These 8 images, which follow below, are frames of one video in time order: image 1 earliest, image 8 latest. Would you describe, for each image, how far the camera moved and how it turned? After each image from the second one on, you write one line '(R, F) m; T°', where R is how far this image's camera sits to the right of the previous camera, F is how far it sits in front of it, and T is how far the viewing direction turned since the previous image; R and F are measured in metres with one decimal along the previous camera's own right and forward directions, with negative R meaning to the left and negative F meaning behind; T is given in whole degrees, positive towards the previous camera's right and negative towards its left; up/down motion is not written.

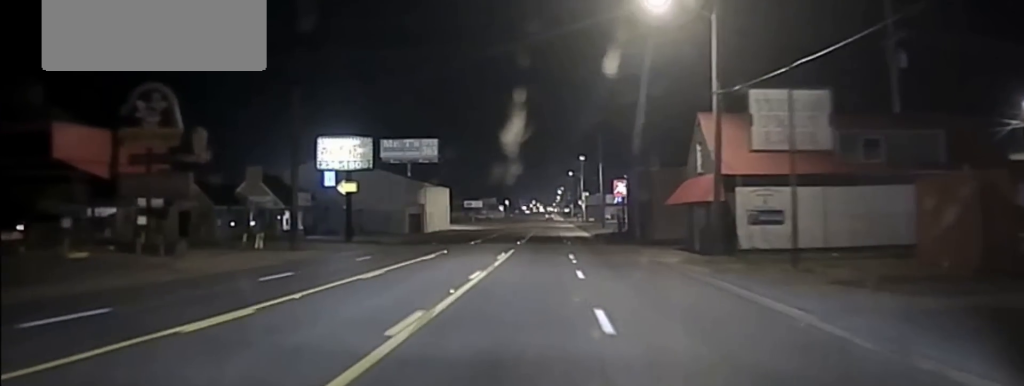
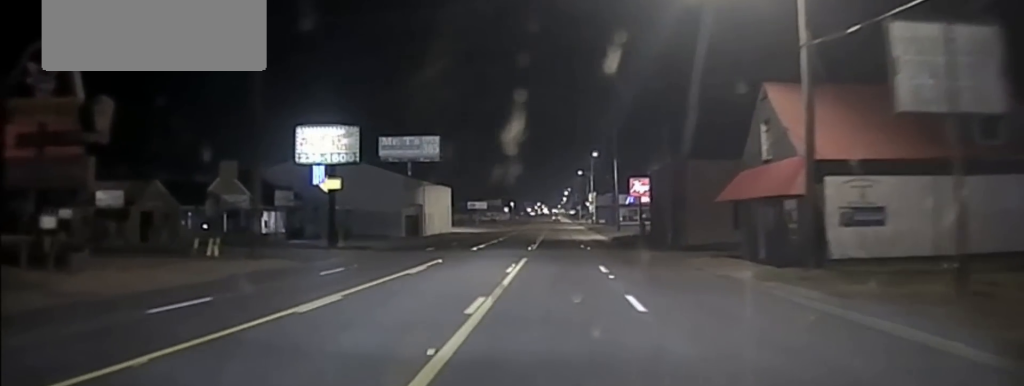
(0.0, +8.5) m; 0°
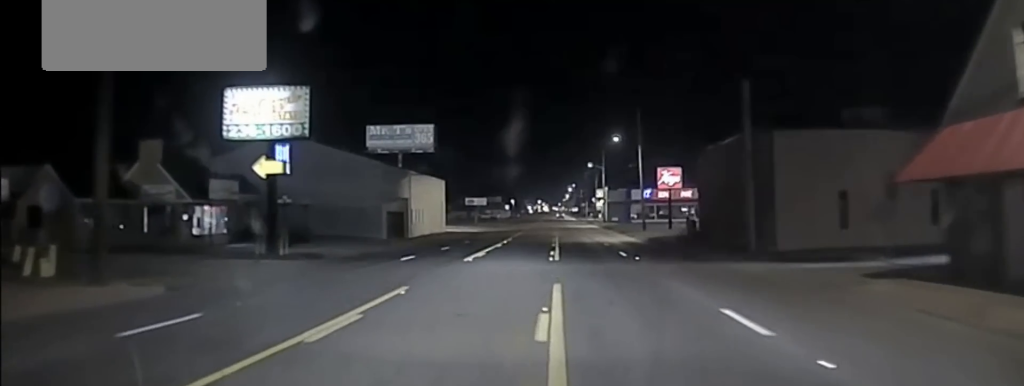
(+0.2, +15.6) m; +1°
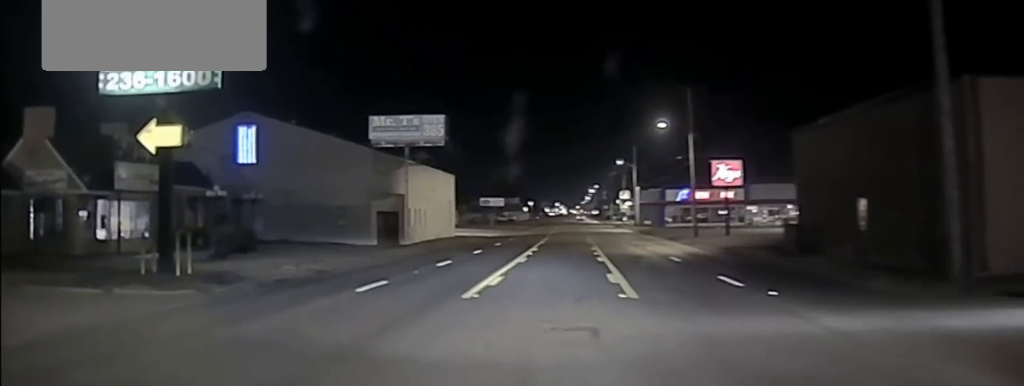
(-0.3, +14.5) m; -11°
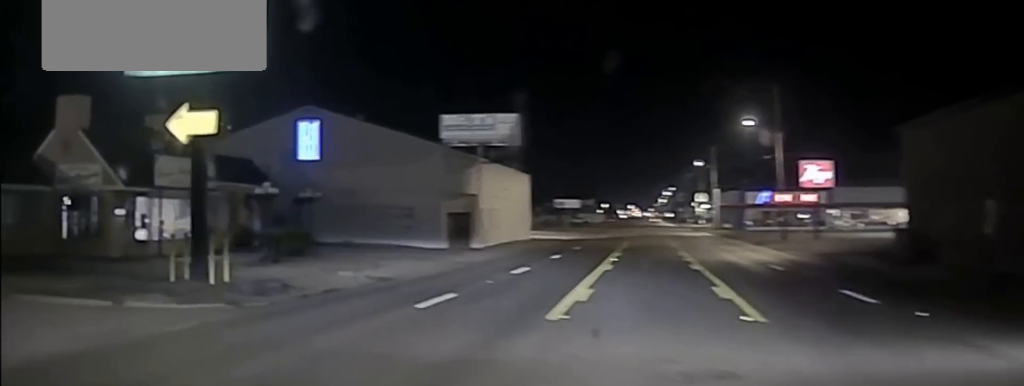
(-0.3, +3.8) m; -7°
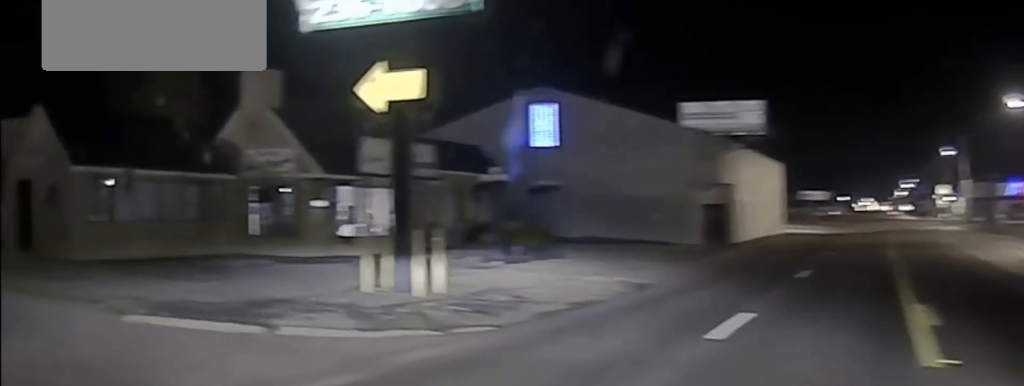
(-0.9, +6.4) m; -15°
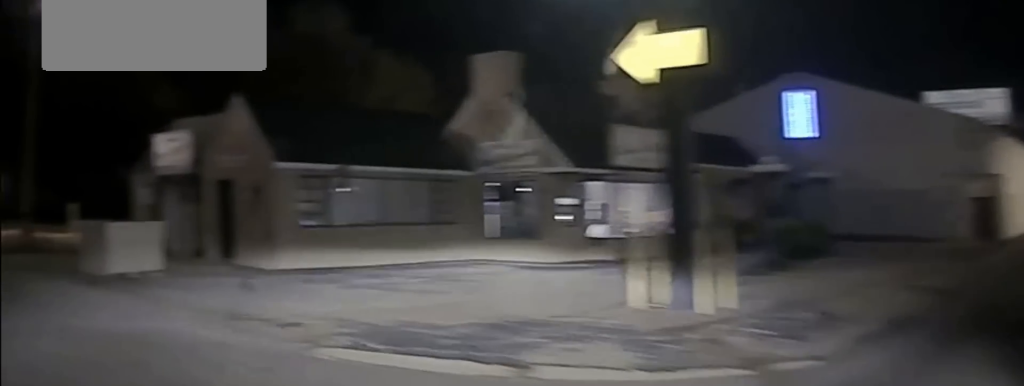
(-0.2, +3.3) m; -11°
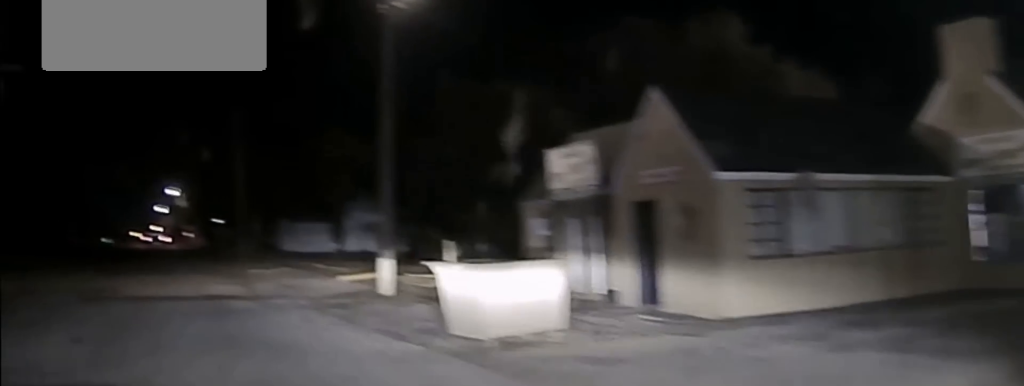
(-1.1, +4.9) m; -21°
